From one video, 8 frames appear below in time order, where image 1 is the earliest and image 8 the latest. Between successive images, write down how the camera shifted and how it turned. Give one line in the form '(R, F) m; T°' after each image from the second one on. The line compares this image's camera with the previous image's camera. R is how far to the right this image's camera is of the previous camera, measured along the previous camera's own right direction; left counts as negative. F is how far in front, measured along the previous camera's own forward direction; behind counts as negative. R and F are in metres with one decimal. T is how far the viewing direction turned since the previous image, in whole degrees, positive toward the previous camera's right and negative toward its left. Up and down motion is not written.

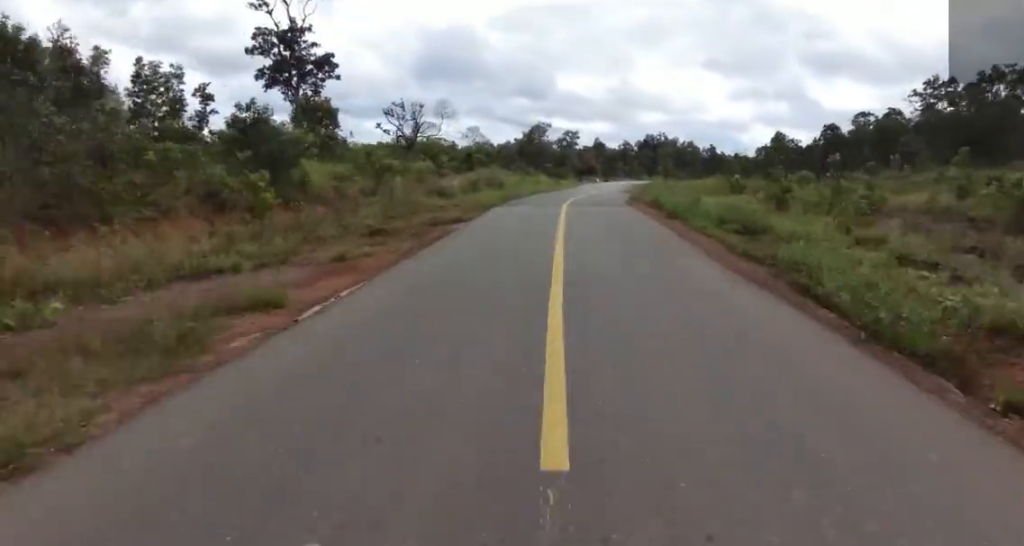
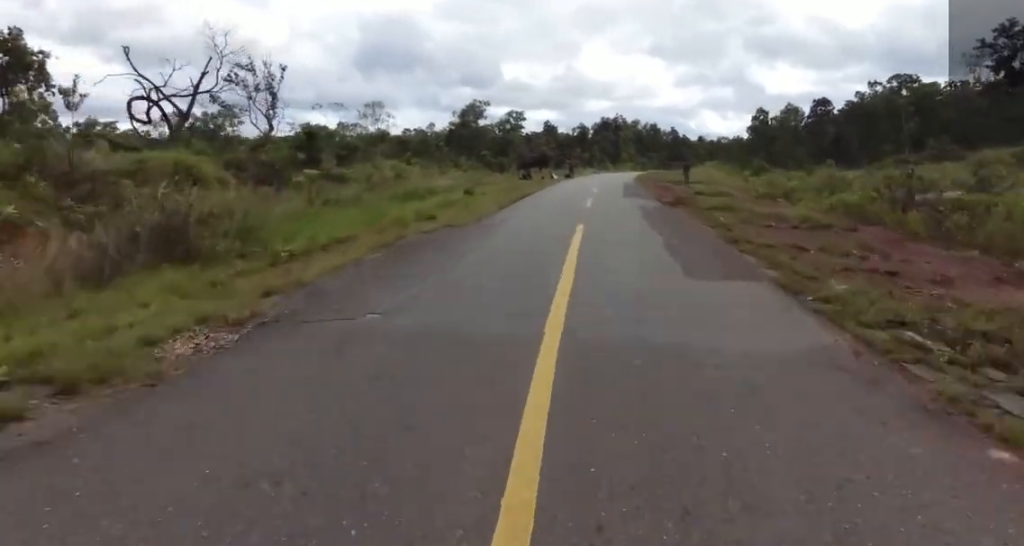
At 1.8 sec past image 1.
(-0.7, +28.9) m; -1°
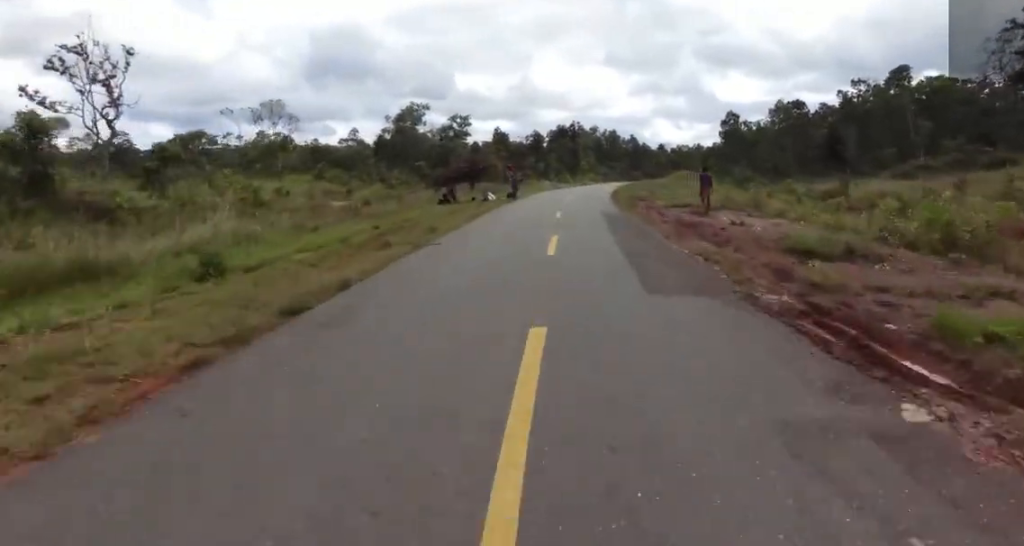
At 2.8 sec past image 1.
(+1.4, +15.3) m; +10°
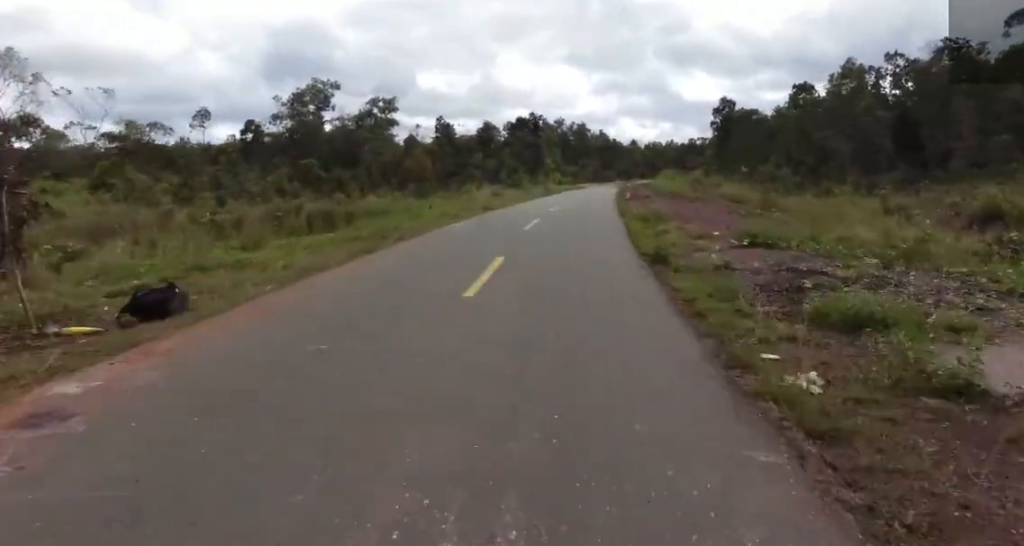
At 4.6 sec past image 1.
(+0.8, +28.5) m; -2°
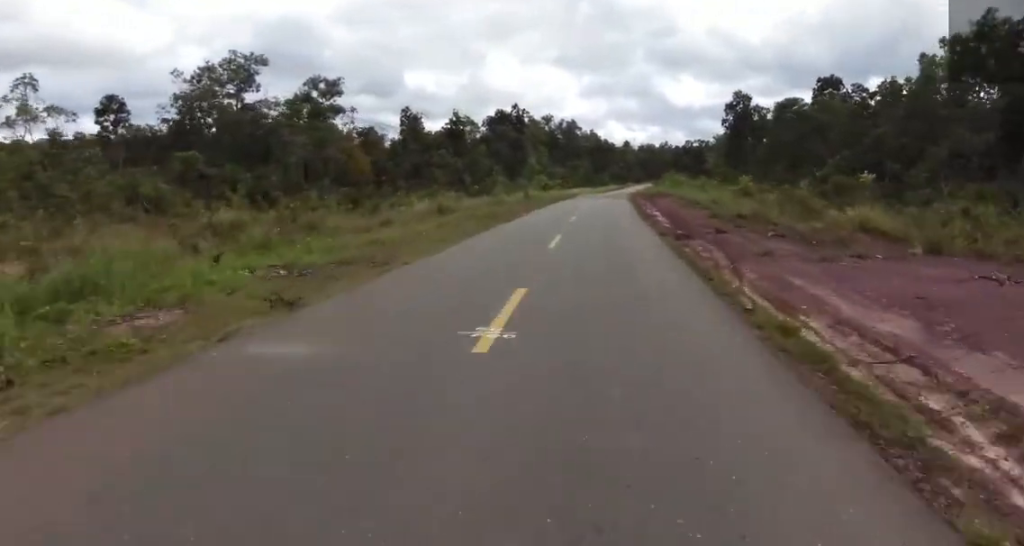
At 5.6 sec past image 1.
(-0.1, +18.8) m; +1°
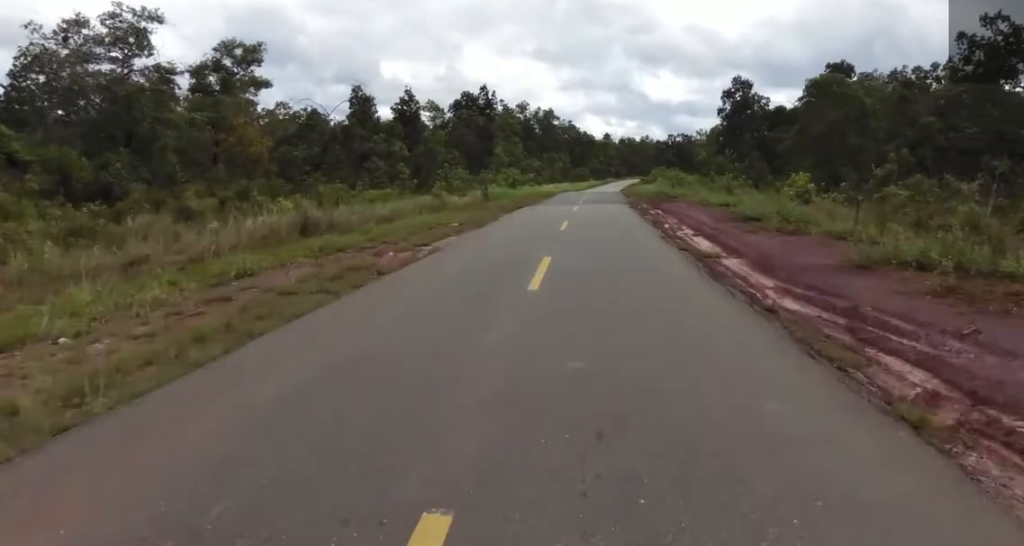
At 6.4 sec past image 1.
(+0.4, +14.4) m; +1°
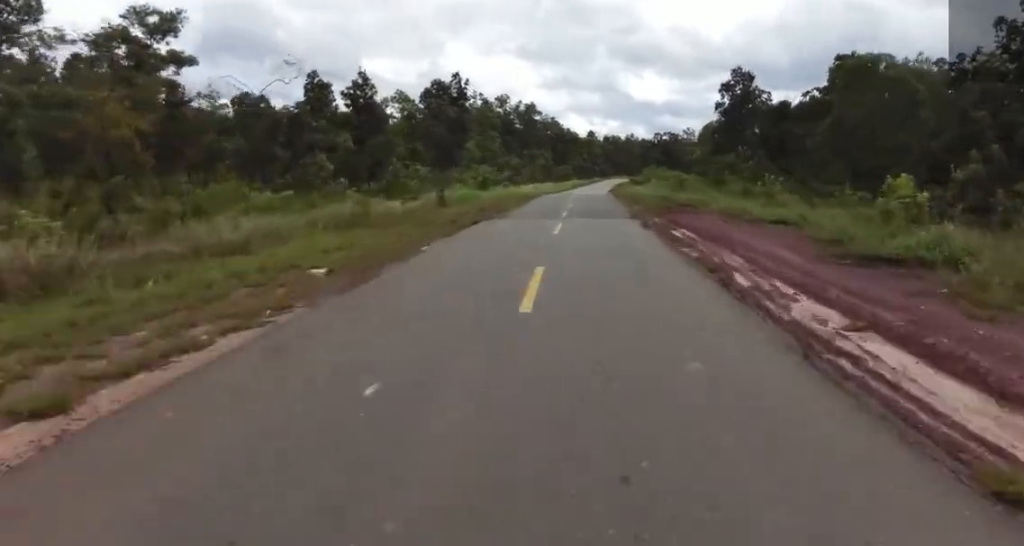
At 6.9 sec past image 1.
(+0.1, +9.7) m; +1°
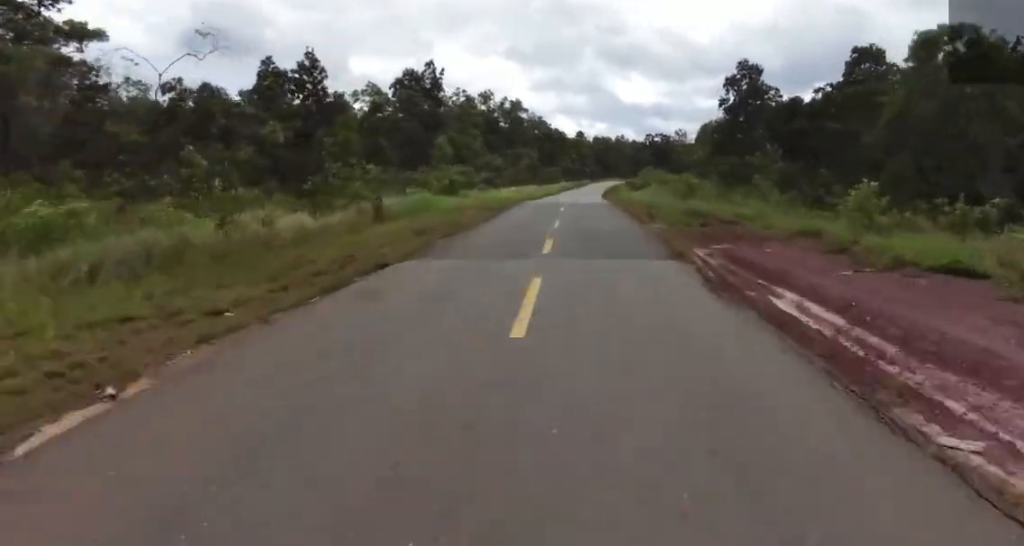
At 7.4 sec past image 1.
(0.0, +10.0) m; +1°
